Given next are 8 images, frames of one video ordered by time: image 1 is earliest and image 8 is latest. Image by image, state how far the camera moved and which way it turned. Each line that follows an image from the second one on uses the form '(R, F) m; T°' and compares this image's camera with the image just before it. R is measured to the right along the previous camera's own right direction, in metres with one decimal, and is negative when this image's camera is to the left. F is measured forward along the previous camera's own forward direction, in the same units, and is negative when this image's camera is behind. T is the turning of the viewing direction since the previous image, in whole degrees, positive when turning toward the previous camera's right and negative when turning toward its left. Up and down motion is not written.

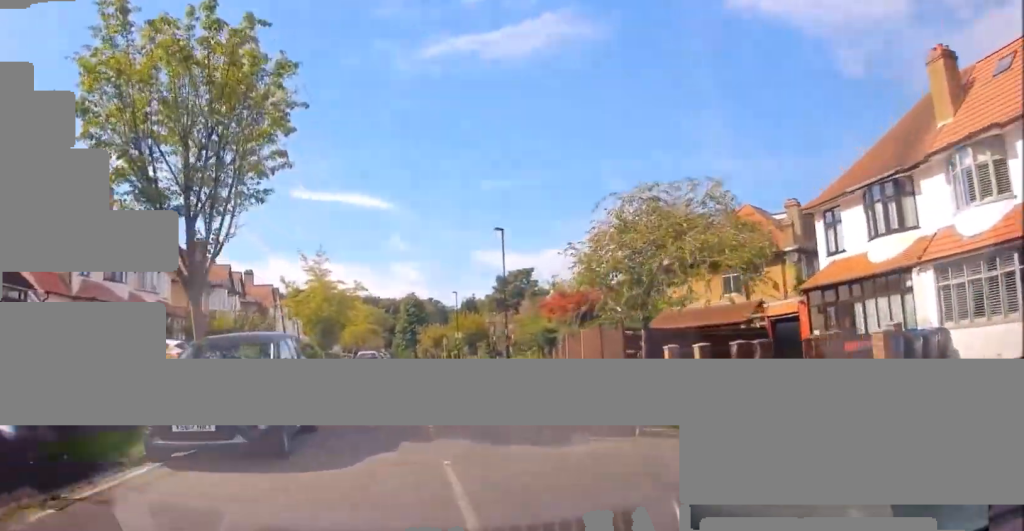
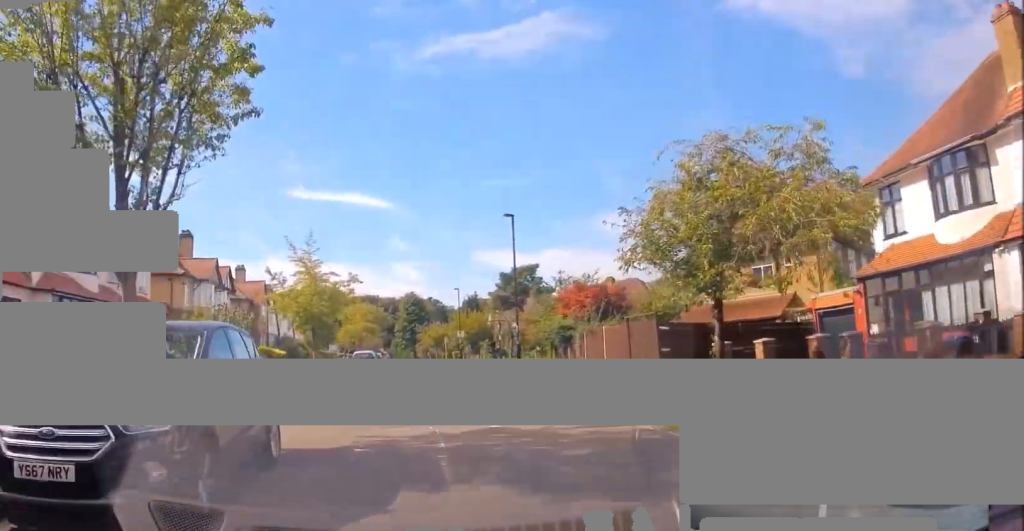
(0.0, +3.6) m; -1°
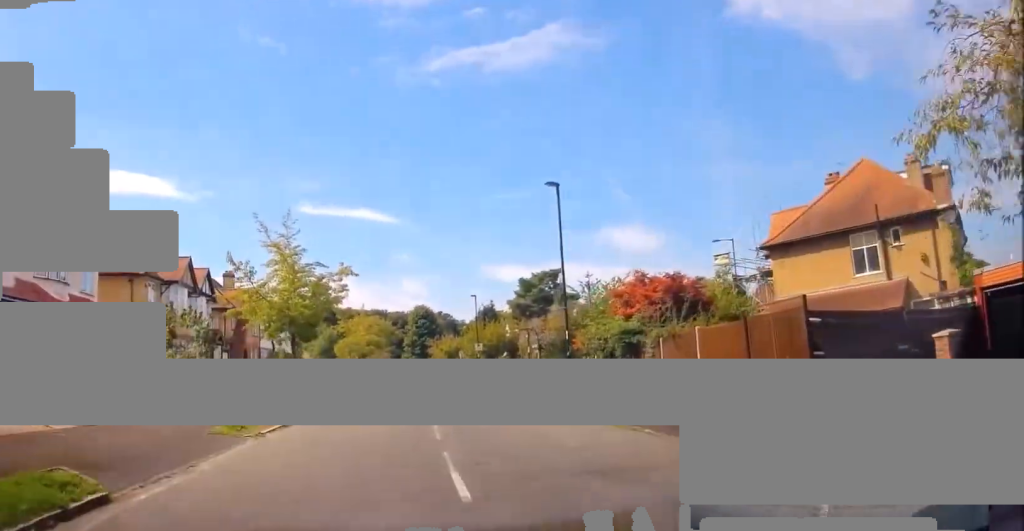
(0.0, +8.2) m; +4°
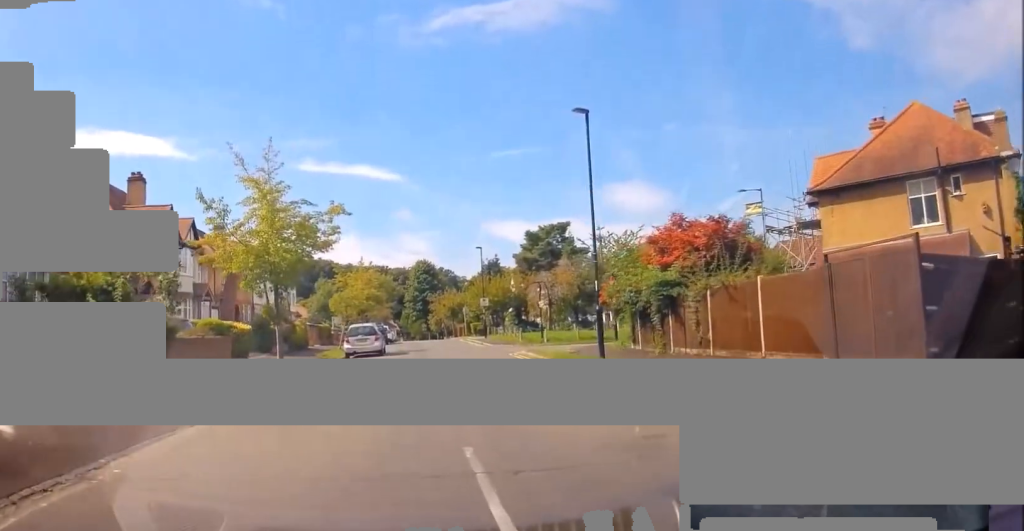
(+0.3, +3.7) m; 0°
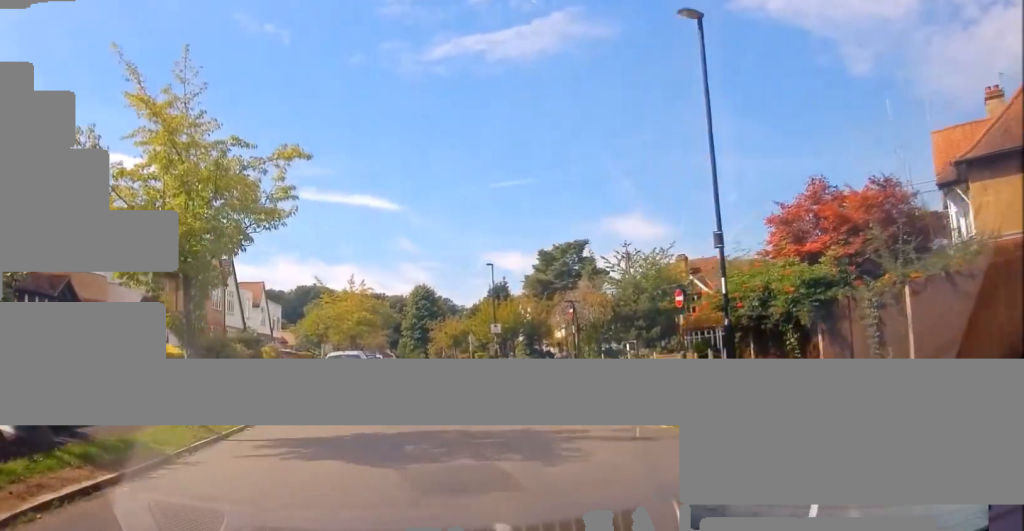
(-0.3, +8.4) m; -5°
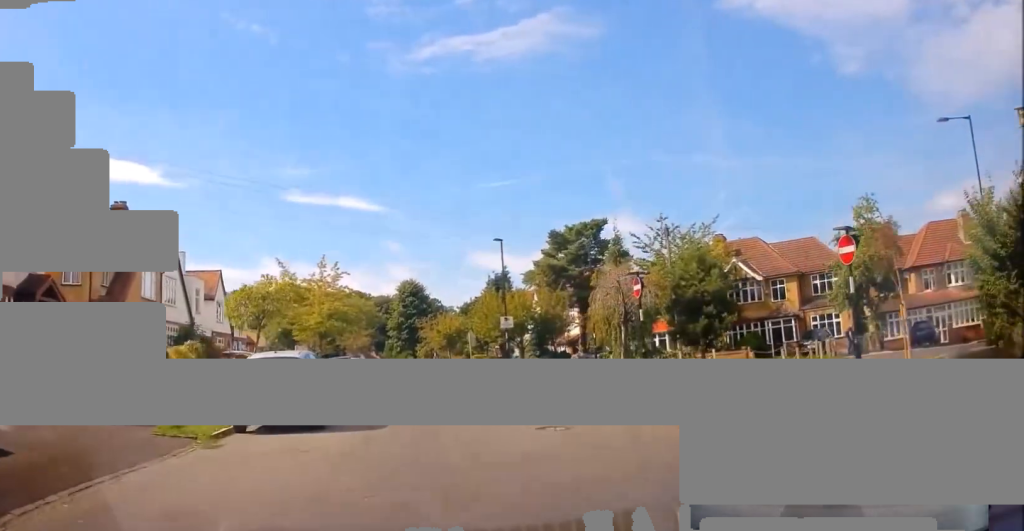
(0.0, +10.2) m; +3°
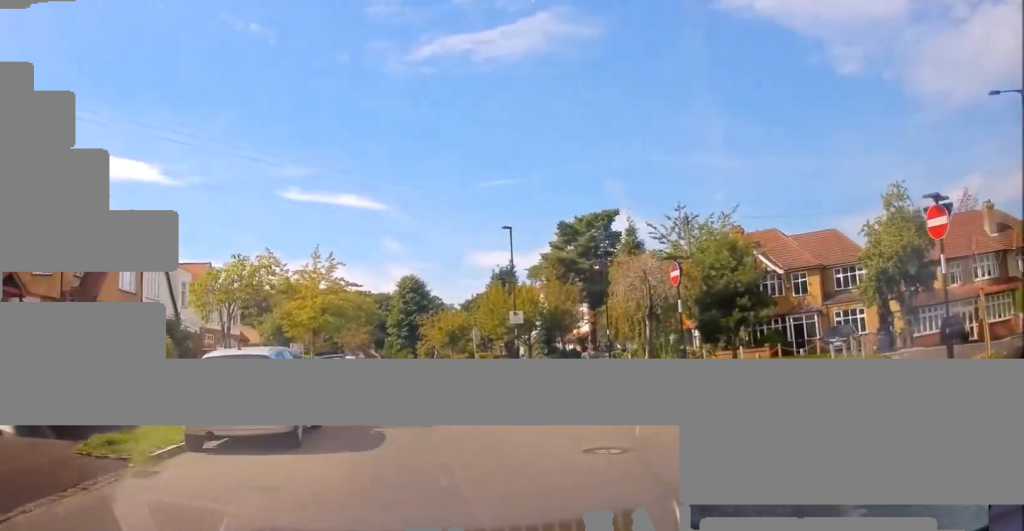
(-0.1, +3.1) m; +2°
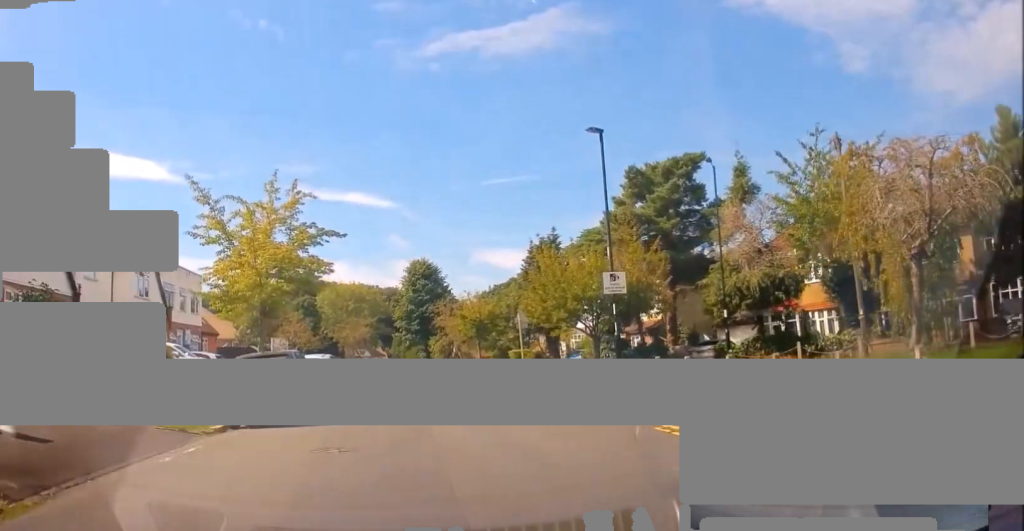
(-0.1, +14.4) m; -4°
